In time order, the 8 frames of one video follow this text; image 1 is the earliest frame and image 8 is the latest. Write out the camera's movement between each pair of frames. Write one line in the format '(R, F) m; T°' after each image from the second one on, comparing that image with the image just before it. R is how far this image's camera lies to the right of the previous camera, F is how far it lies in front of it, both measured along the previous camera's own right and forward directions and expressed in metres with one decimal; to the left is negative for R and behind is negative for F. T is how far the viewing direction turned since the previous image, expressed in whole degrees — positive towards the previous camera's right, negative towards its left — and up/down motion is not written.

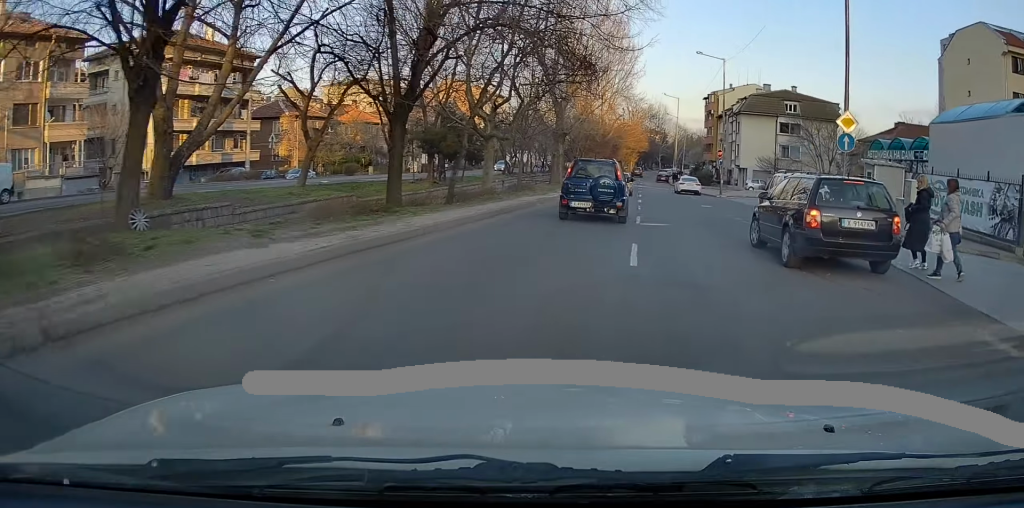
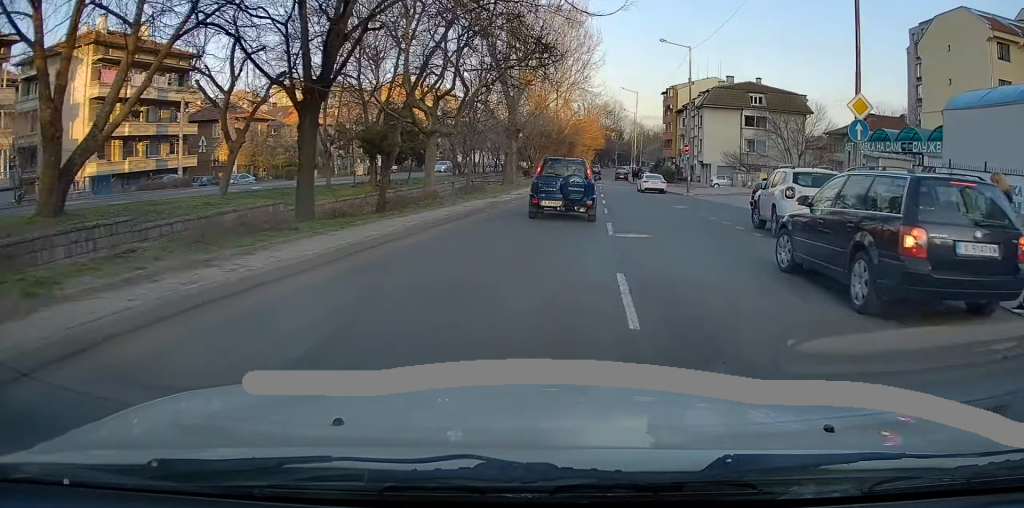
(+0.1, +3.9) m; +3°
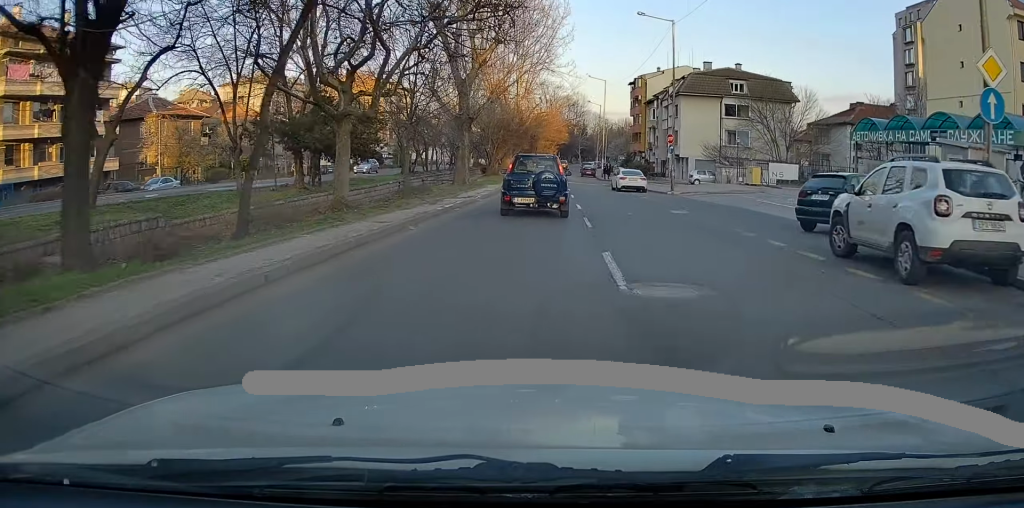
(0.0, +7.1) m; +3°
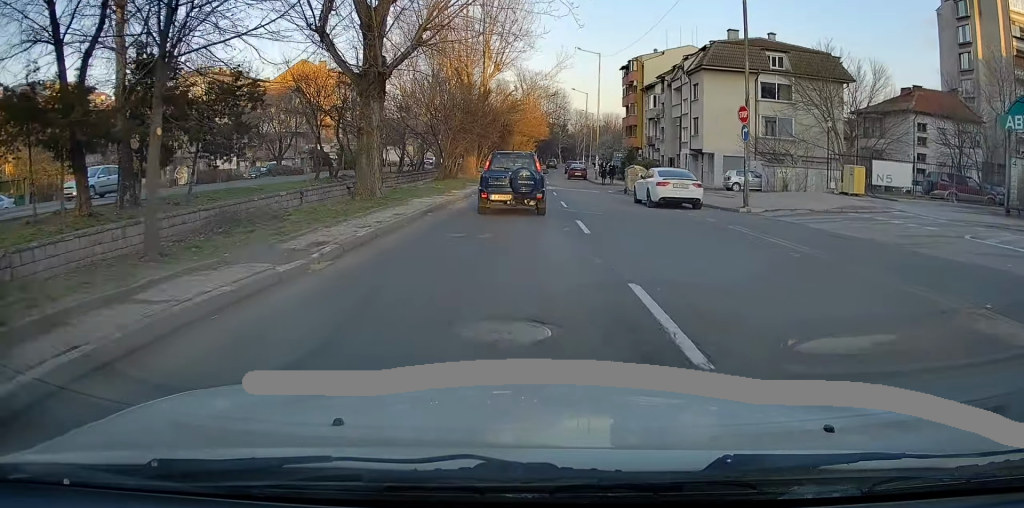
(+0.8, +17.6) m; +3°
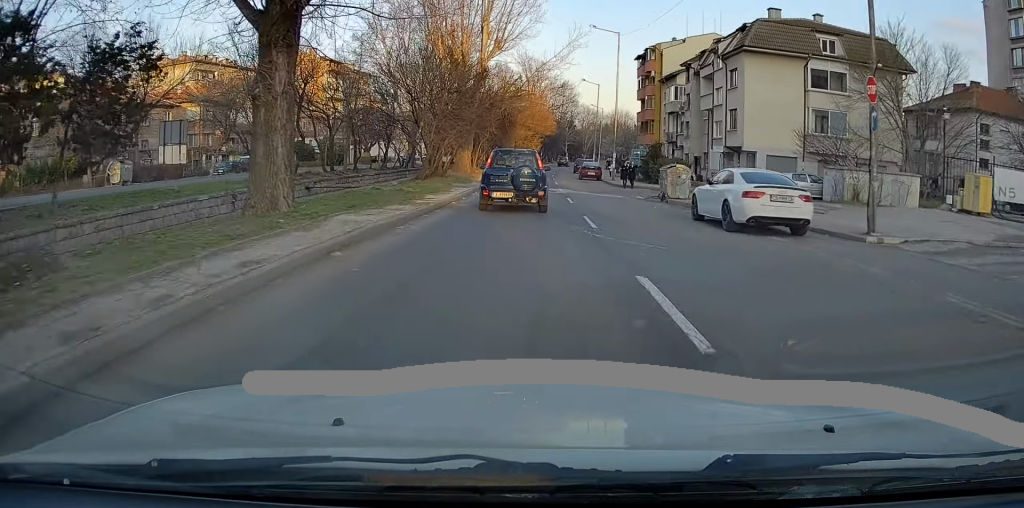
(0.0, +8.5) m; -2°
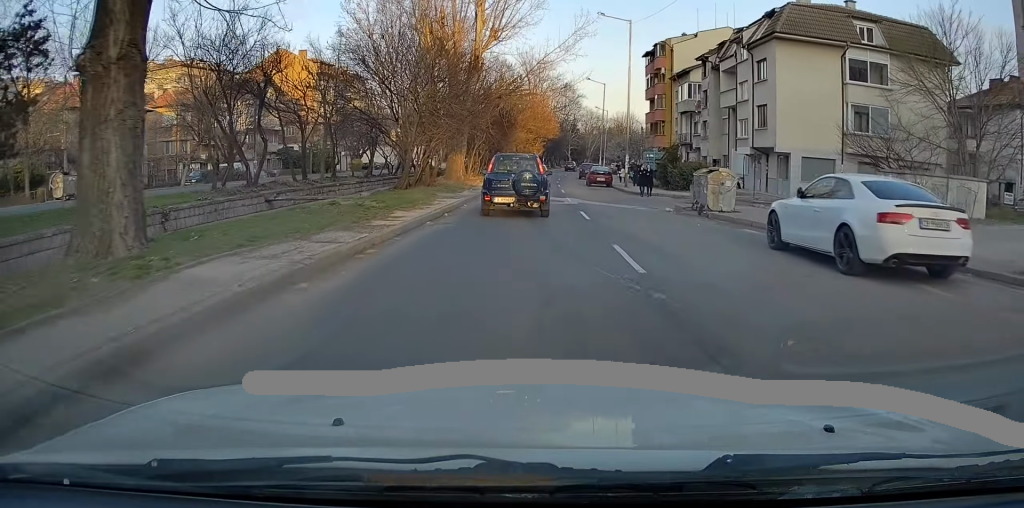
(0.0, +5.4) m; -1°
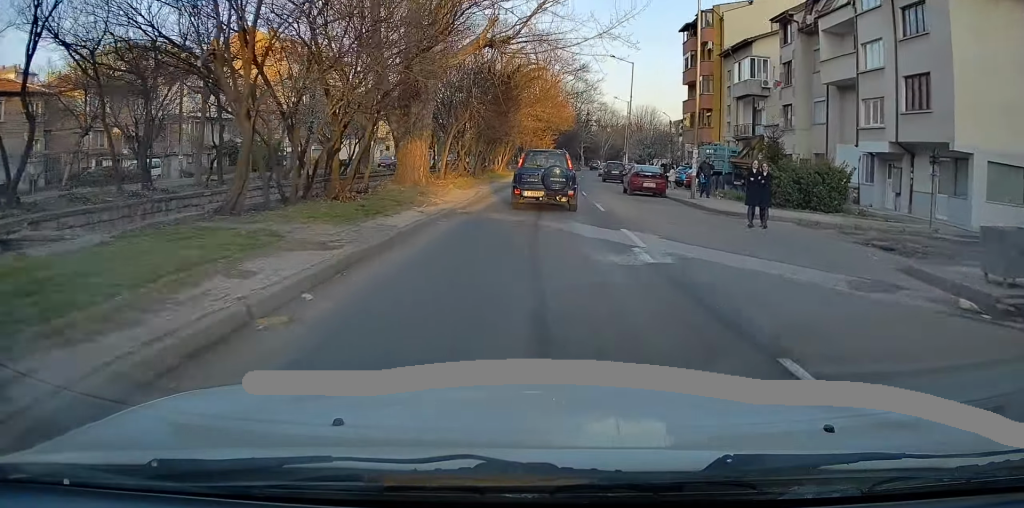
(-0.7, +16.2) m; -2°
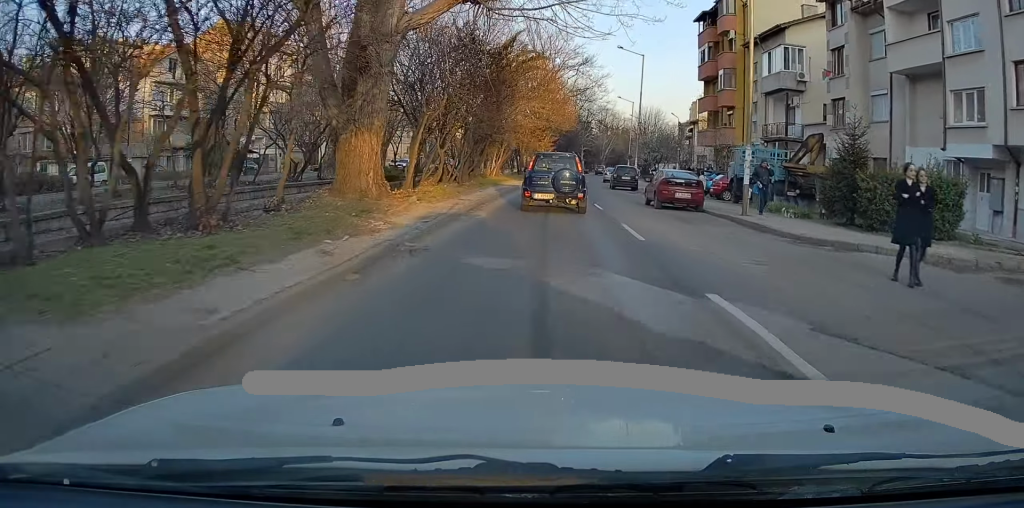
(0.0, +6.8) m; 0°
